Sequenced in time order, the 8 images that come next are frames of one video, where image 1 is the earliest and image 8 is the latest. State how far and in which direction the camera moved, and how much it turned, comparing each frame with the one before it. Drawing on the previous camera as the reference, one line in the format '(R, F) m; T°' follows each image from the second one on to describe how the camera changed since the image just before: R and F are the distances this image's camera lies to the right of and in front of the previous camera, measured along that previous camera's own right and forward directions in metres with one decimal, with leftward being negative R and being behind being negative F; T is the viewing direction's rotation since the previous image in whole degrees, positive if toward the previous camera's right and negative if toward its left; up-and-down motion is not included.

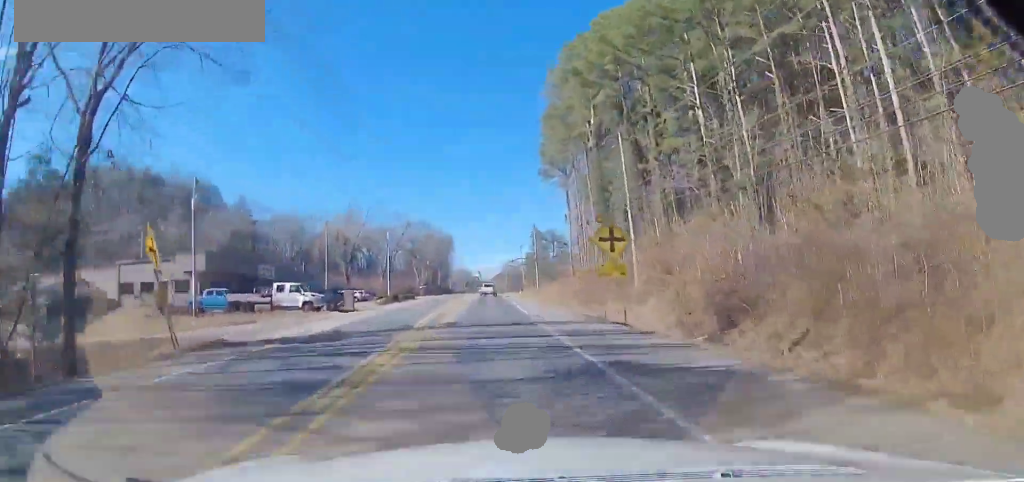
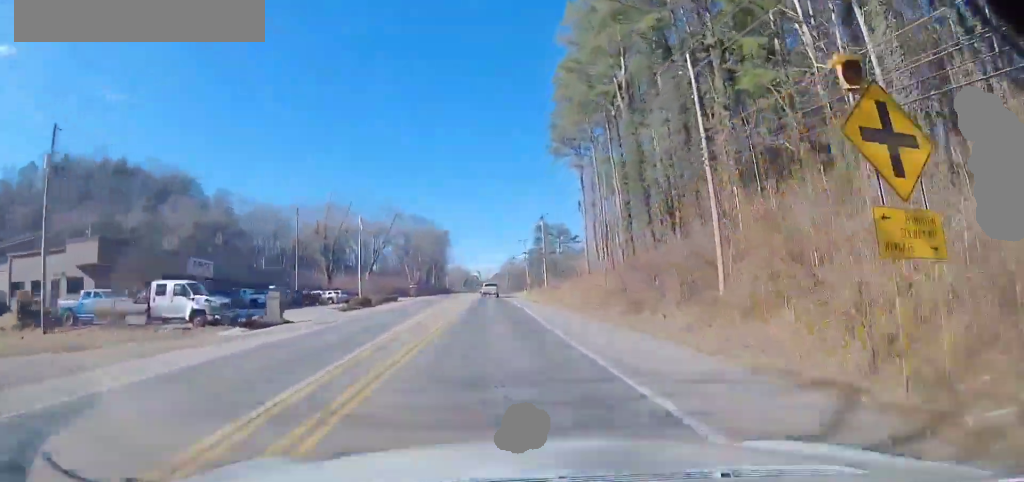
(+0.1, +16.2) m; 0°
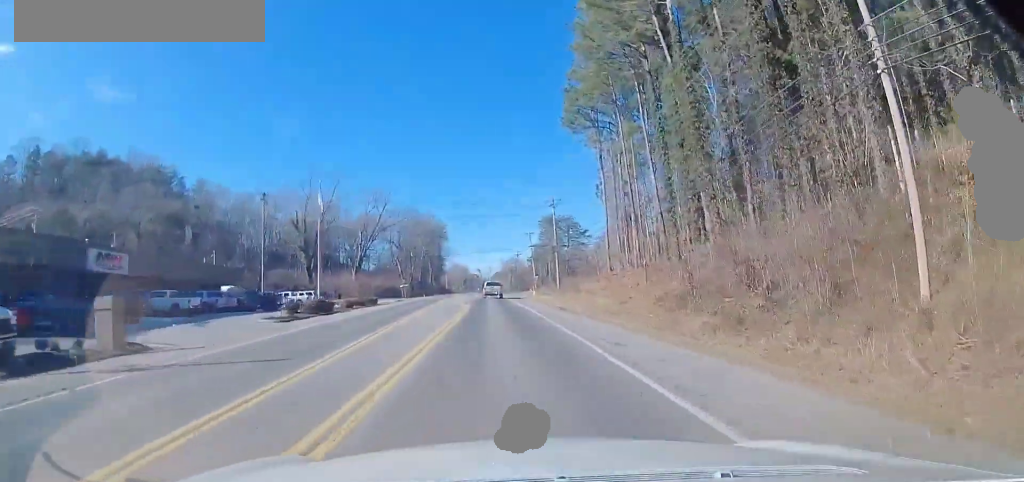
(0.0, +14.4) m; 0°
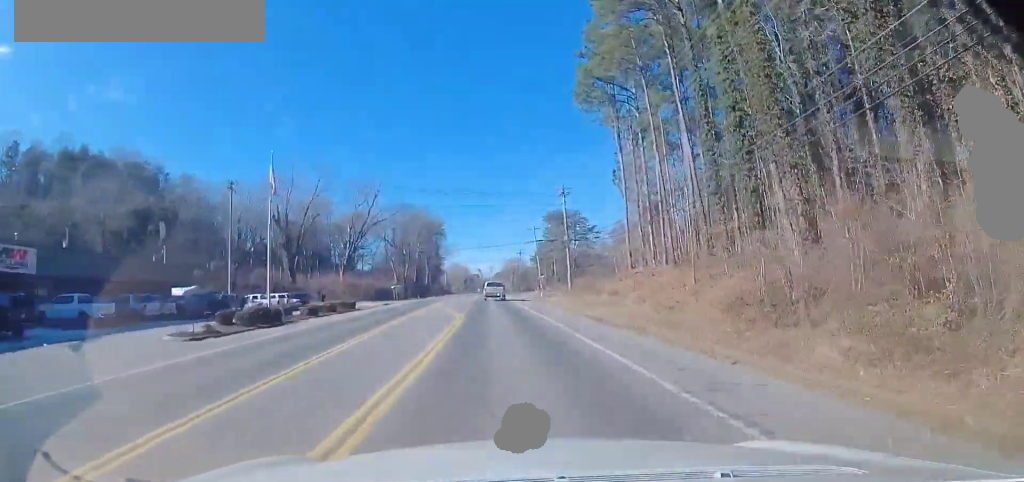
(0.0, +10.3) m; 0°
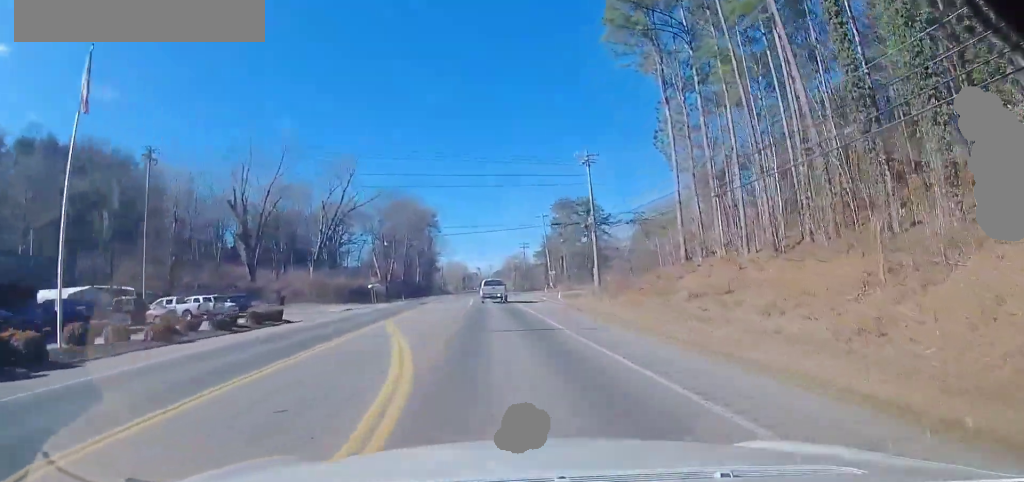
(+0.1, +18.0) m; +1°
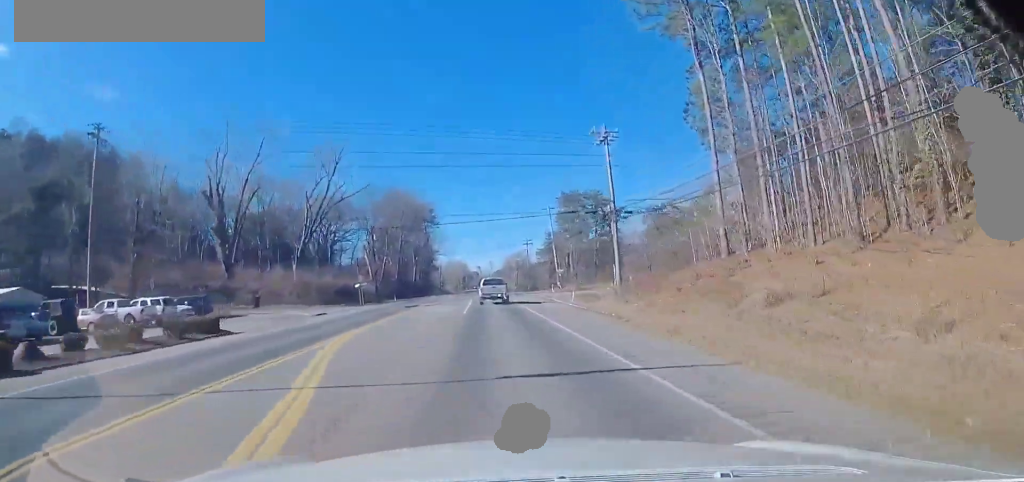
(+0.1, +8.4) m; 0°
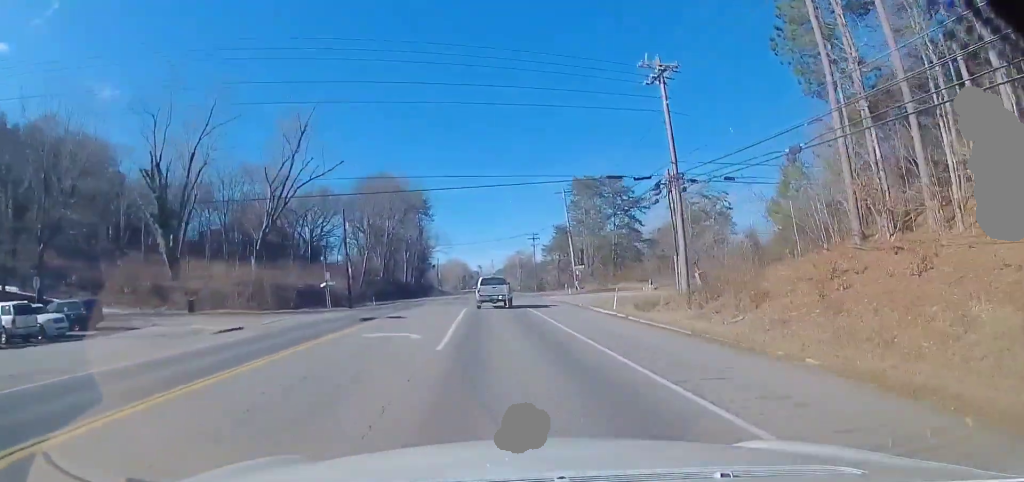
(+0.1, +15.7) m; 0°
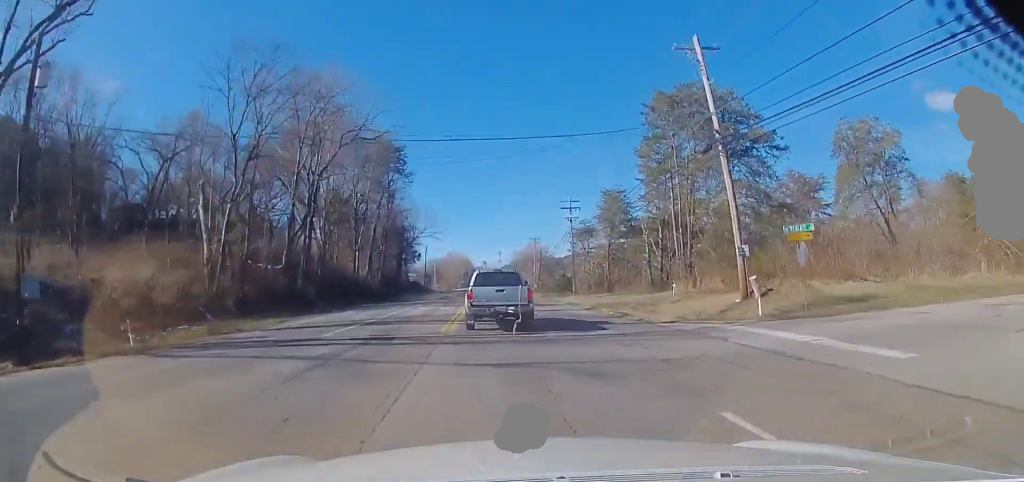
(+0.1, +49.8) m; 0°
